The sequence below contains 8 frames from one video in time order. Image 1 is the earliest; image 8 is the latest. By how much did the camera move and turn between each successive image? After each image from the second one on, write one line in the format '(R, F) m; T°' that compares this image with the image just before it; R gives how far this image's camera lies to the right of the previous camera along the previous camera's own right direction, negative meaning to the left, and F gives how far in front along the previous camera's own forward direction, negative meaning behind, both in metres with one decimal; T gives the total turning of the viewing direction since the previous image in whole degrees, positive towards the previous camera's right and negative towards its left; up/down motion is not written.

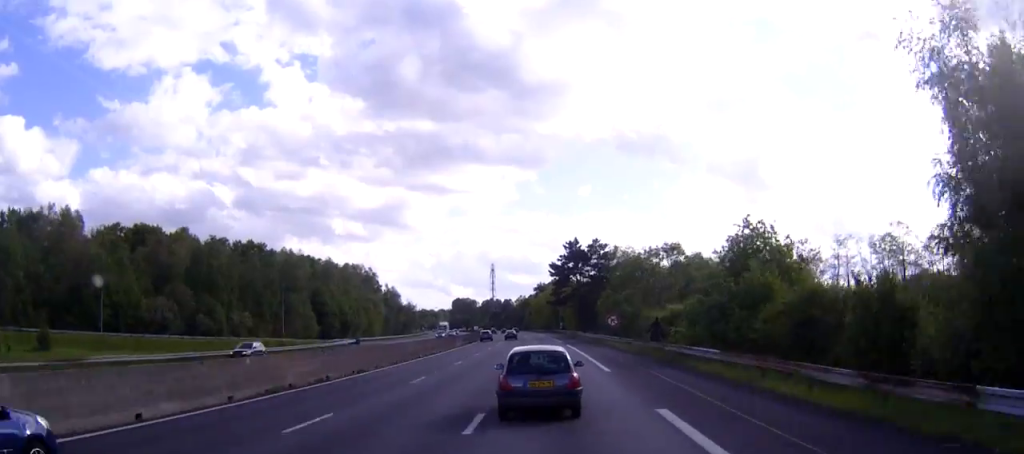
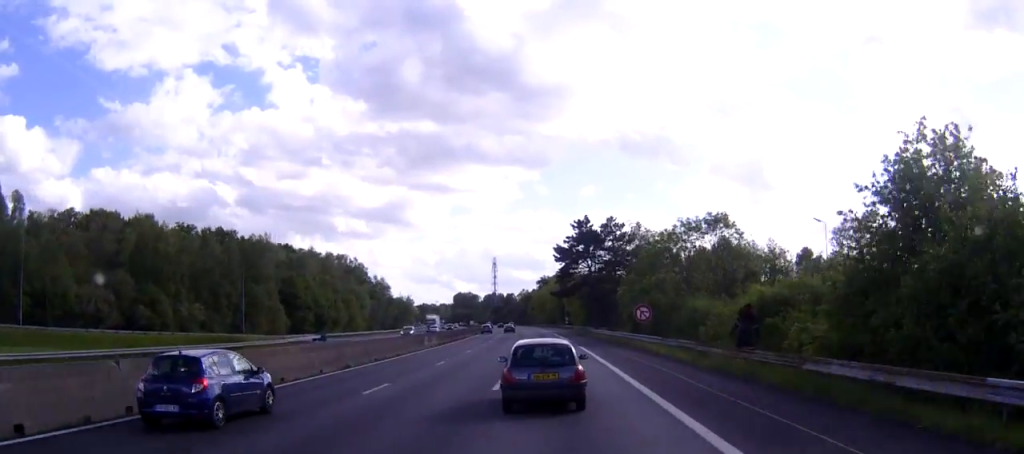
(-0.1, +19.9) m; 0°
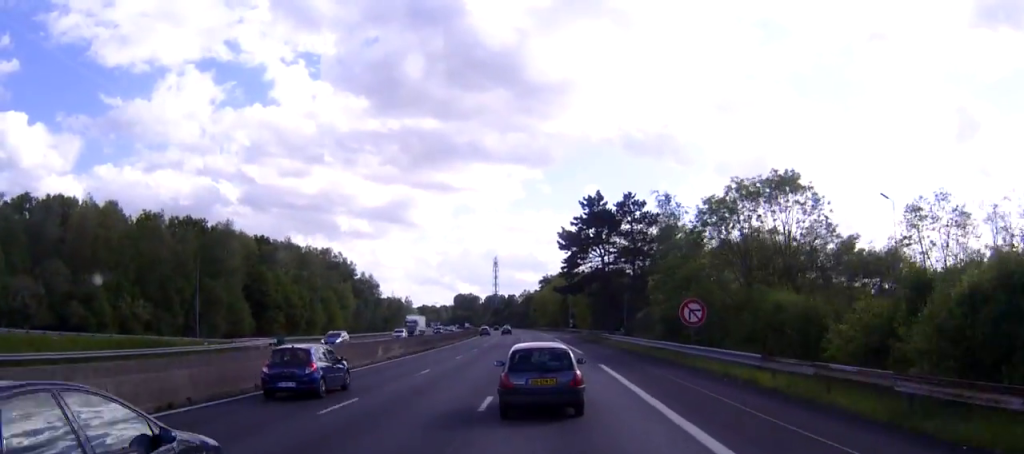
(0.0, +16.8) m; 0°
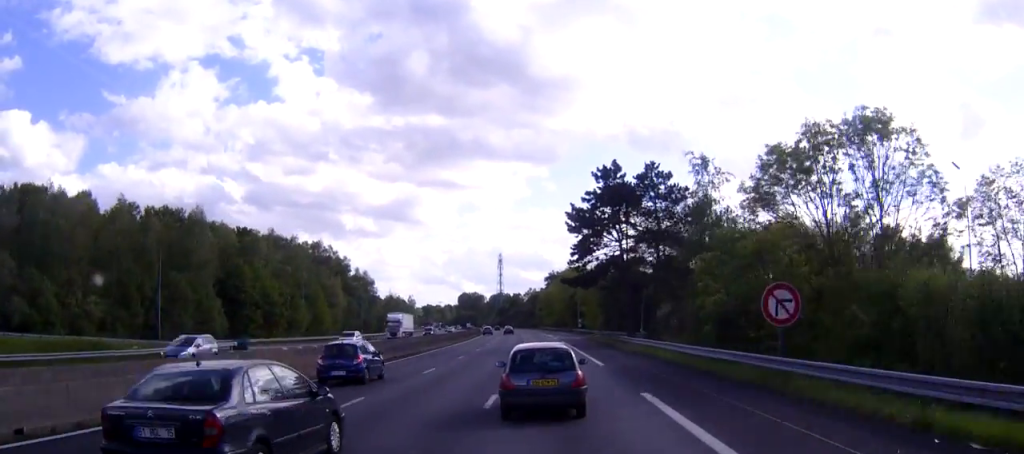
(+0.1, +12.2) m; 0°
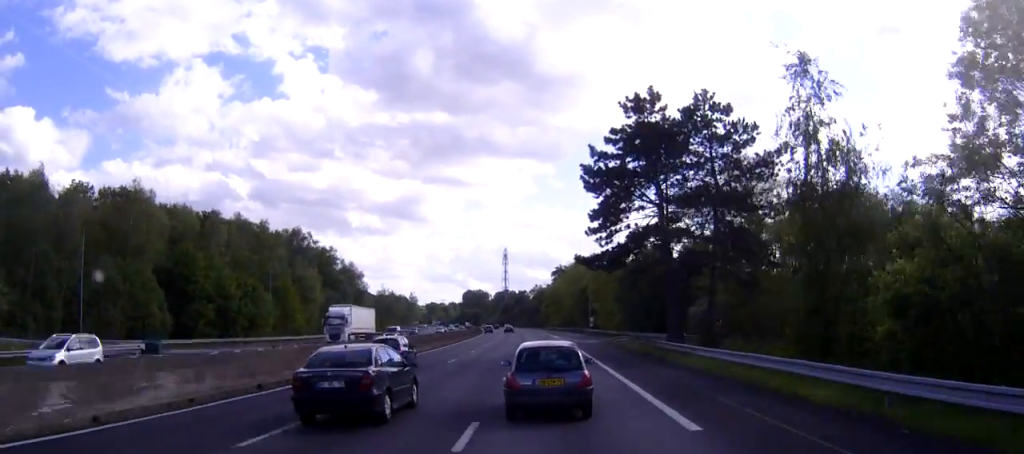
(-0.1, +18.4) m; 0°
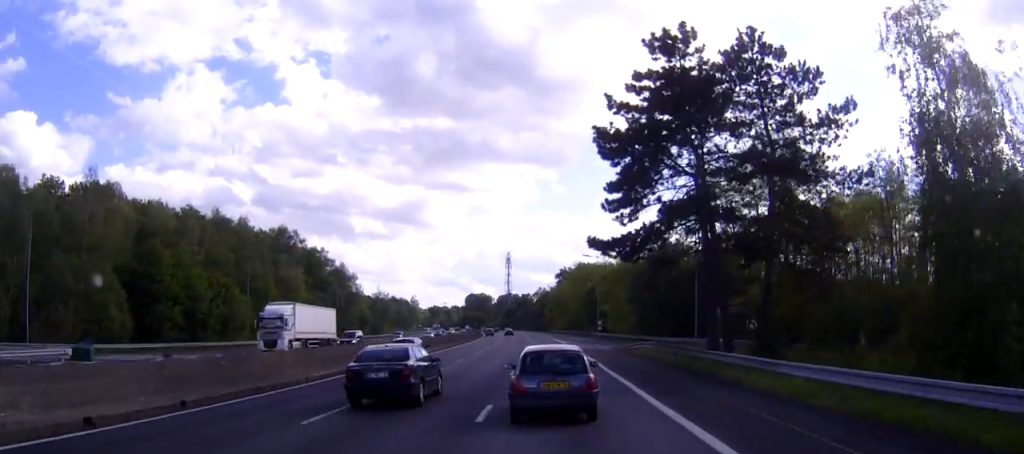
(0.0, +10.0) m; 0°
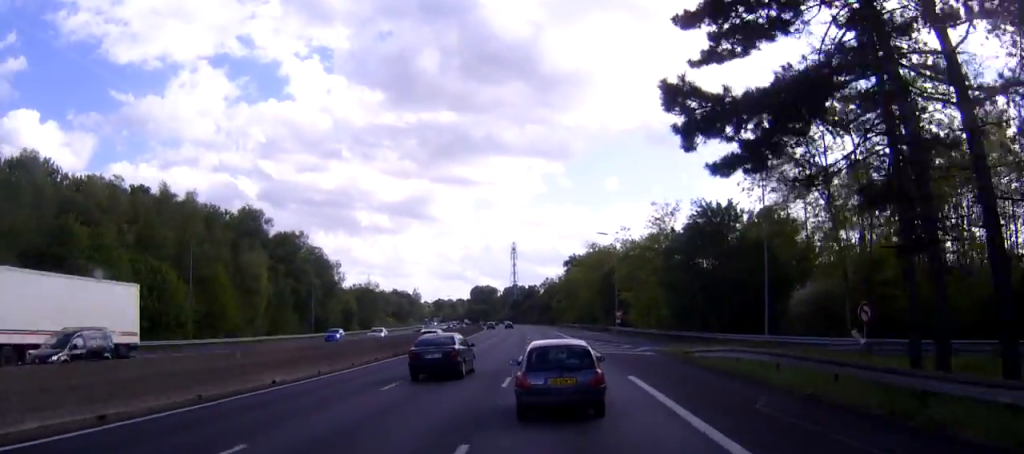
(0.0, +19.1) m; 0°
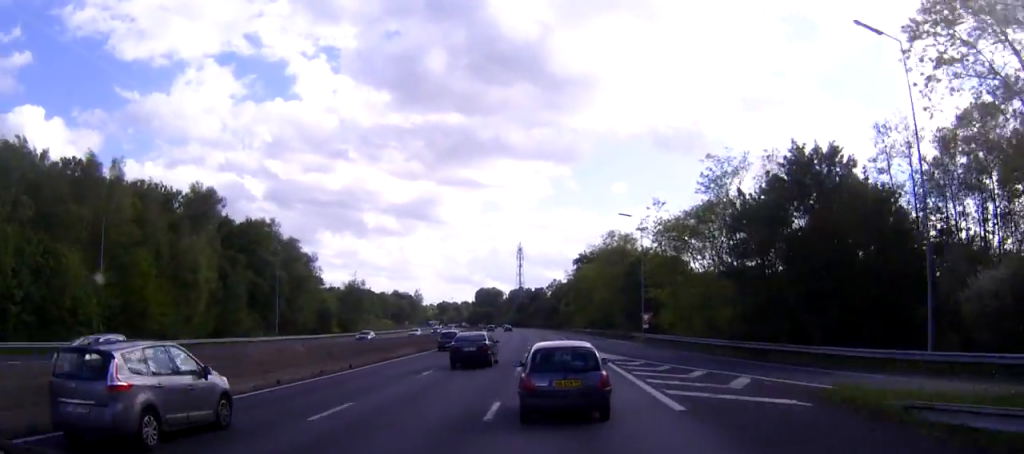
(-0.1, +19.8) m; -1°
